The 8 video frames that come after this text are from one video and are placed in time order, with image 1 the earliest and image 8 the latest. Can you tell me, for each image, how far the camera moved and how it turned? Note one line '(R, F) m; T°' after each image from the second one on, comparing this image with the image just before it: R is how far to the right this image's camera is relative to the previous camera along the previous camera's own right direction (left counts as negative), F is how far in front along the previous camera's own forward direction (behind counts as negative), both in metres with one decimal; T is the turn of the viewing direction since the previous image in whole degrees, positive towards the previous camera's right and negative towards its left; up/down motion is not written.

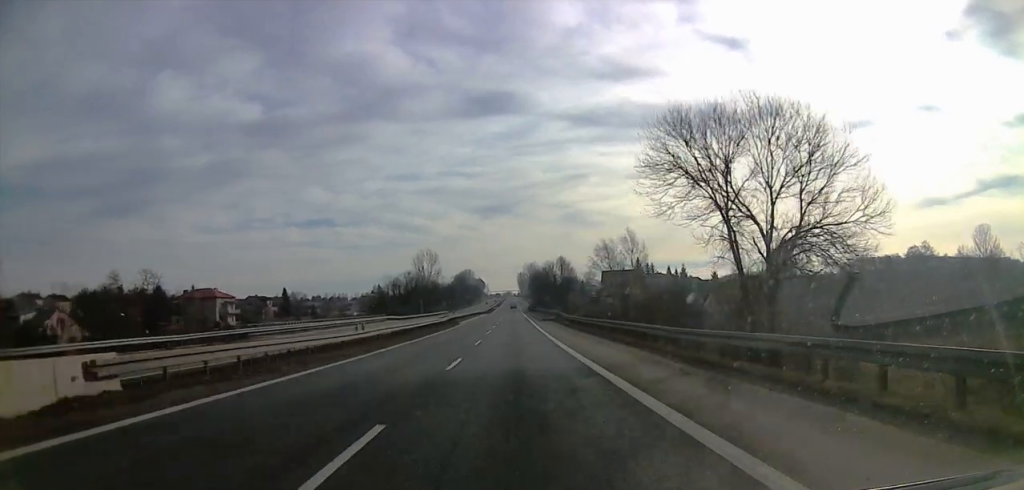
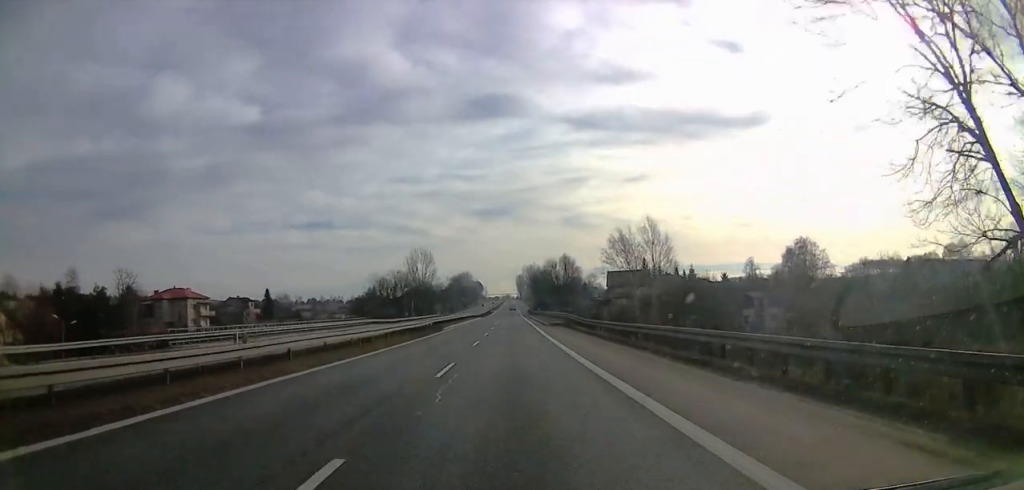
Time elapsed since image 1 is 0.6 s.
(0.0, +13.8) m; 0°
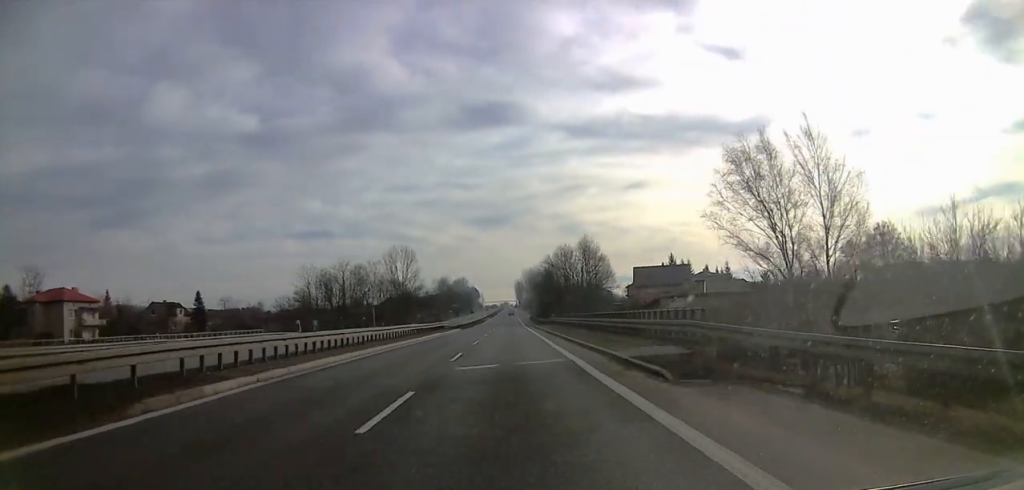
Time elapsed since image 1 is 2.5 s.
(0.0, +46.7) m; 0°
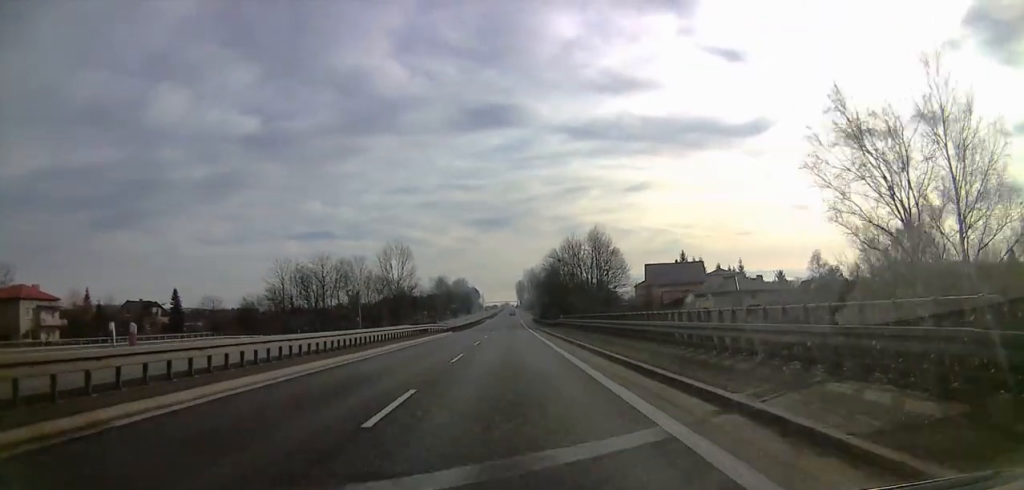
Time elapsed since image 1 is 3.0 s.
(0.0, +13.1) m; 0°
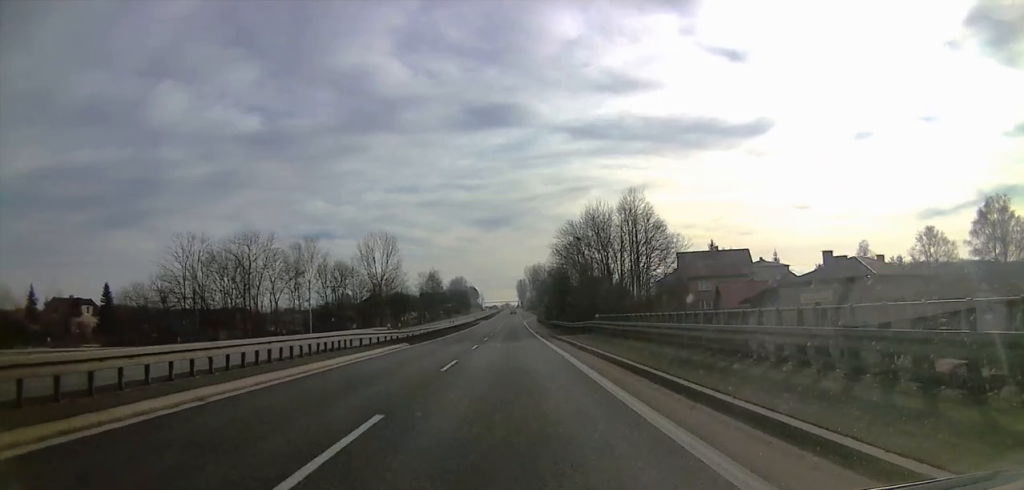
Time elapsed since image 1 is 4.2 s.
(0.0, +31.6) m; 0°
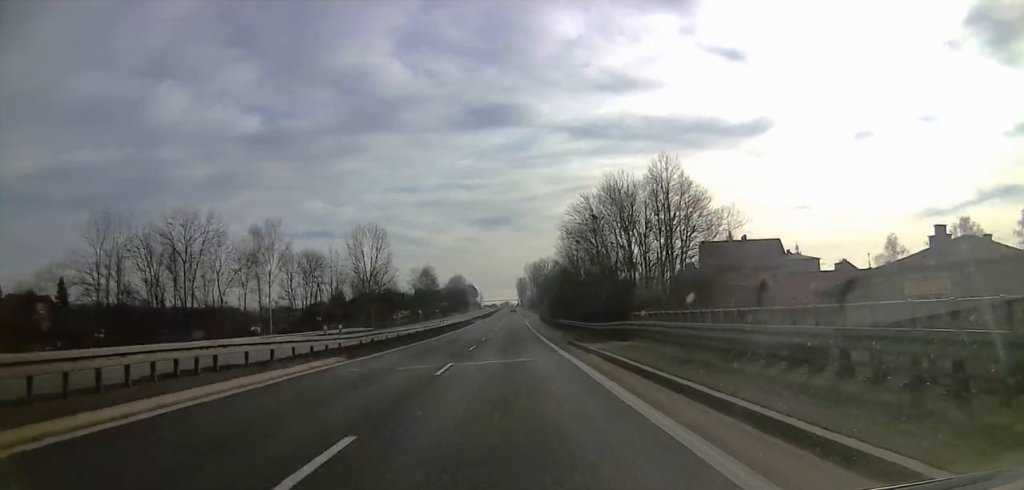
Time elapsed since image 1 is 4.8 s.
(0.0, +15.8) m; 0°
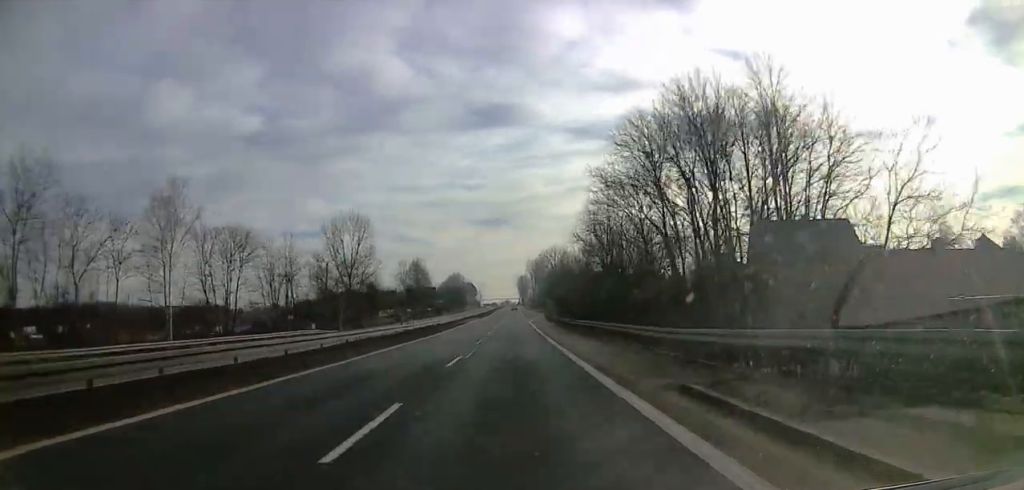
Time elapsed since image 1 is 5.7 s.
(0.0, +24.2) m; 0°
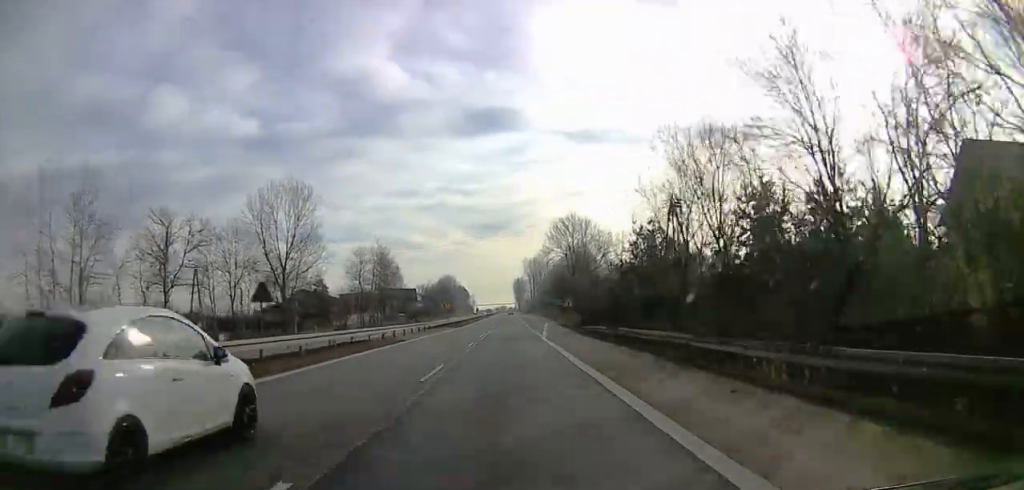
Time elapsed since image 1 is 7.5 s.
(0.0, +44.7) m; 0°
